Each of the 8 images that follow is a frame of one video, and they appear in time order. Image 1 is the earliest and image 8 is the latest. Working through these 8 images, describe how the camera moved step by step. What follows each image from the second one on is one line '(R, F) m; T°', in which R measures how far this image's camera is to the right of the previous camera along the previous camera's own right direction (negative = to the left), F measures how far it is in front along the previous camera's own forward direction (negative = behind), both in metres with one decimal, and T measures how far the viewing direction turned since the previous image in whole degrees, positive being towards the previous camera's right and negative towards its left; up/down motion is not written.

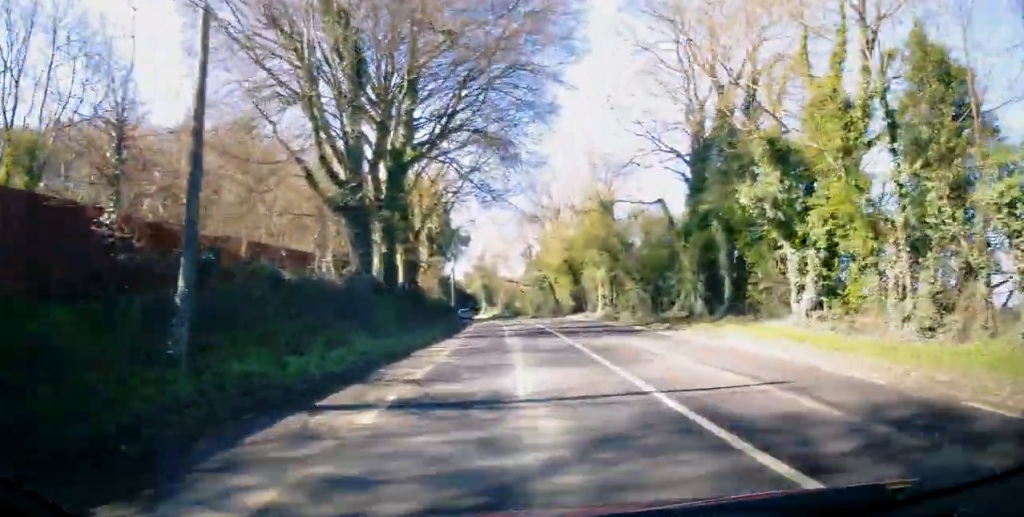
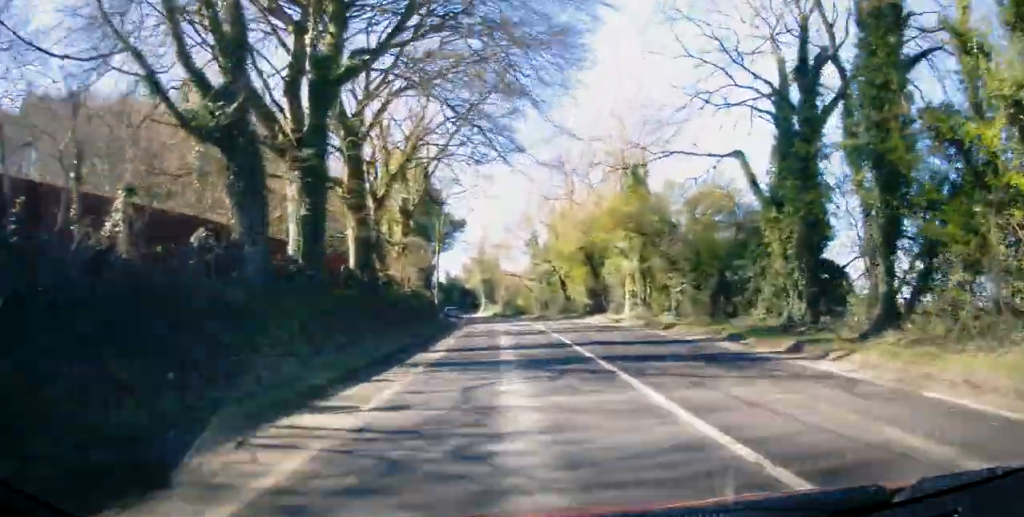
(+0.5, +11.3) m; +1°
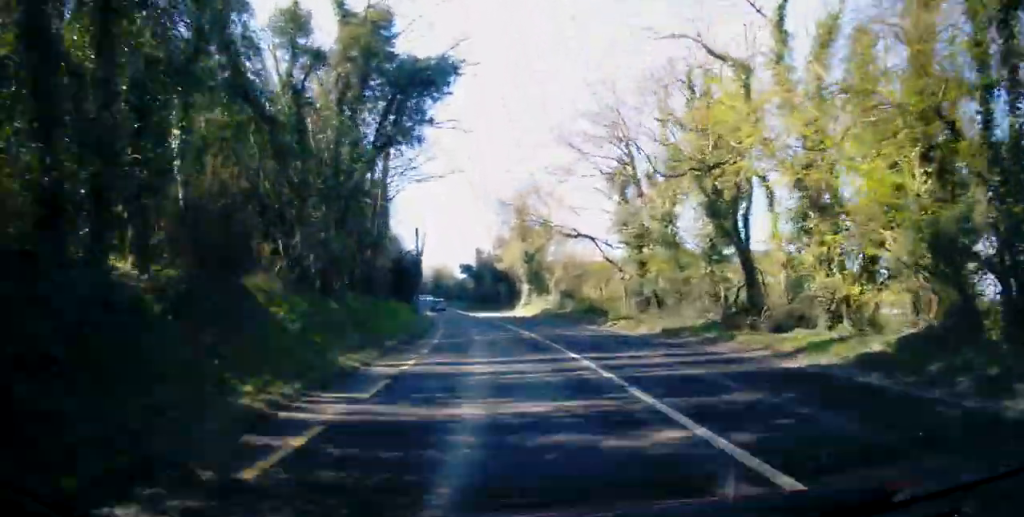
(-0.7, +38.7) m; -4°
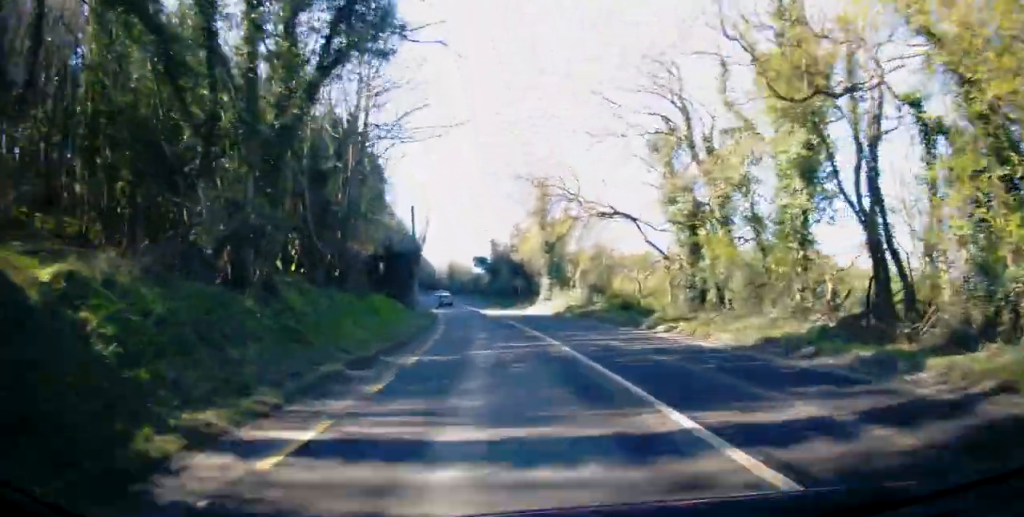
(-0.3, +7.7) m; -1°
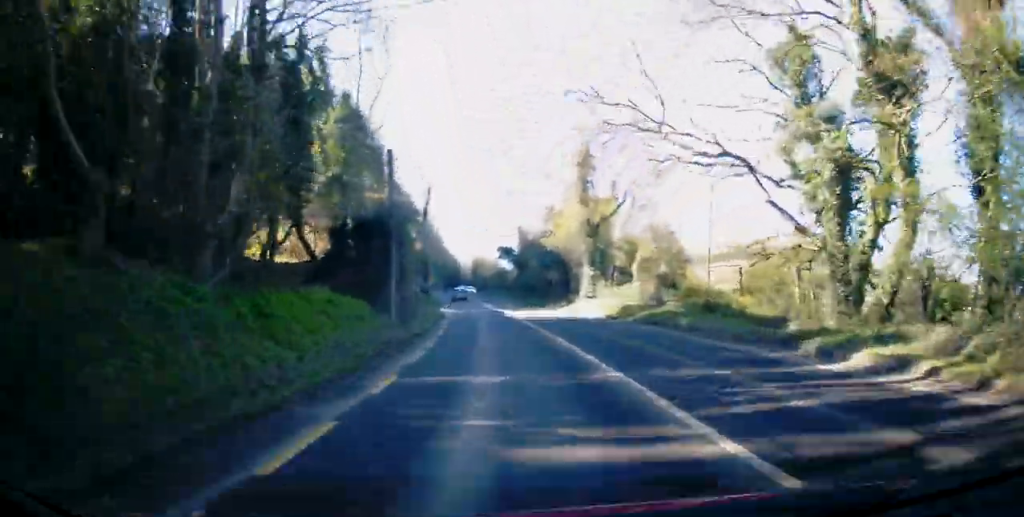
(-0.5, +12.3) m; -2°
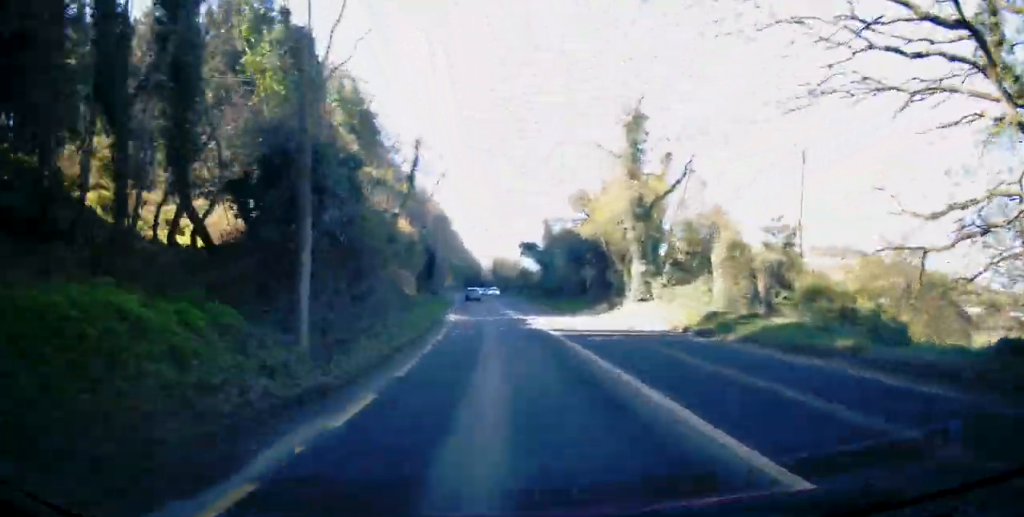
(0.0, +10.3) m; -2°
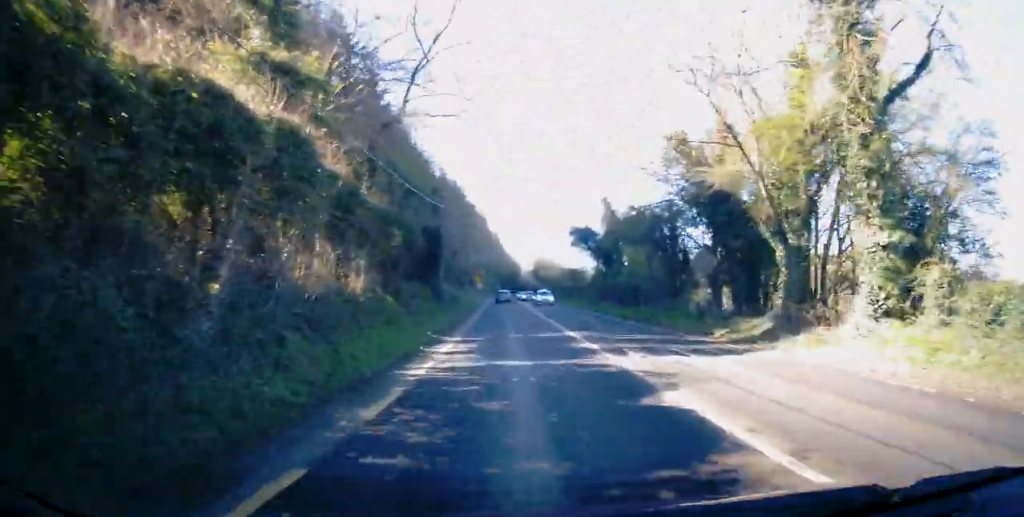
(-0.5, +19.3) m; -3°
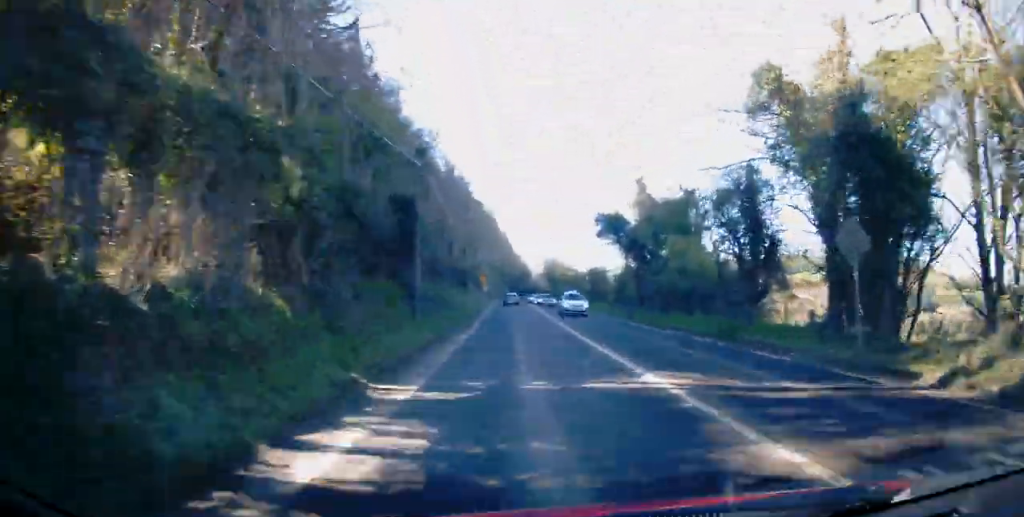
(-0.2, +10.3) m; -2°
